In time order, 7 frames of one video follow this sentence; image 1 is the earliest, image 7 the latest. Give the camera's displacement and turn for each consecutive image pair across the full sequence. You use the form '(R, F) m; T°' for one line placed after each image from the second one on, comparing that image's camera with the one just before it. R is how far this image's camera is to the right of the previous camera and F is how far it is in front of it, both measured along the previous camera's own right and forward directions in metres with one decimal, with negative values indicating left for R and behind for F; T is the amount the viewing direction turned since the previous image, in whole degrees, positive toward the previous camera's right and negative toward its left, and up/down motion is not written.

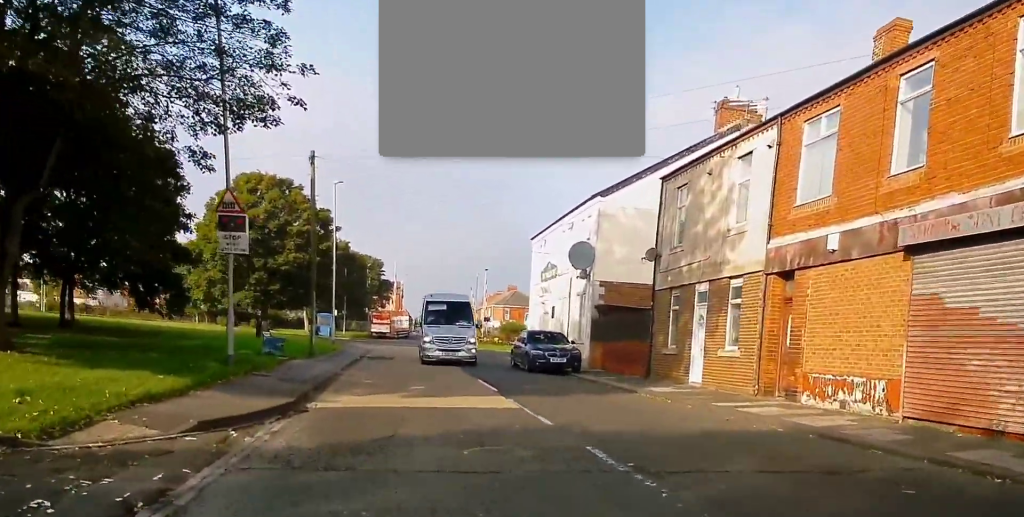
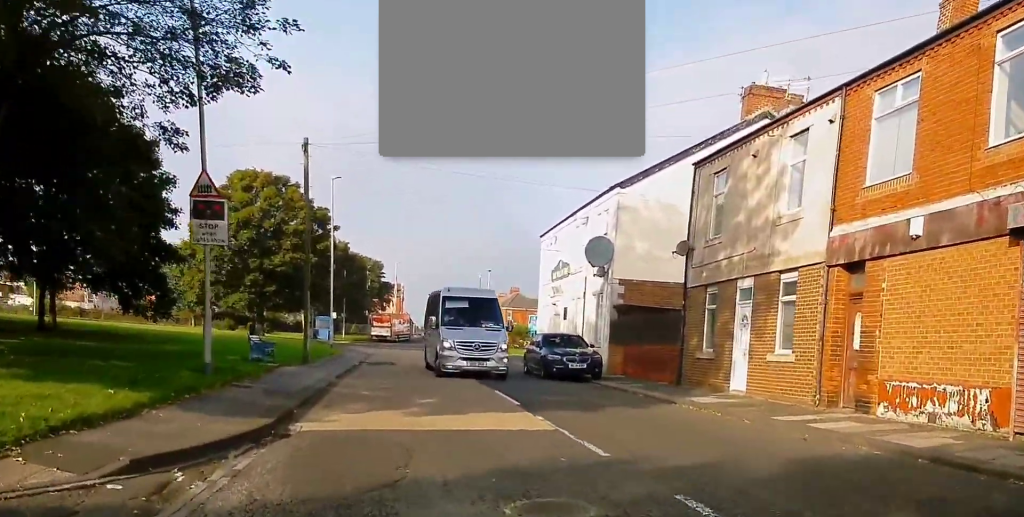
(+0.1, +2.9) m; 0°
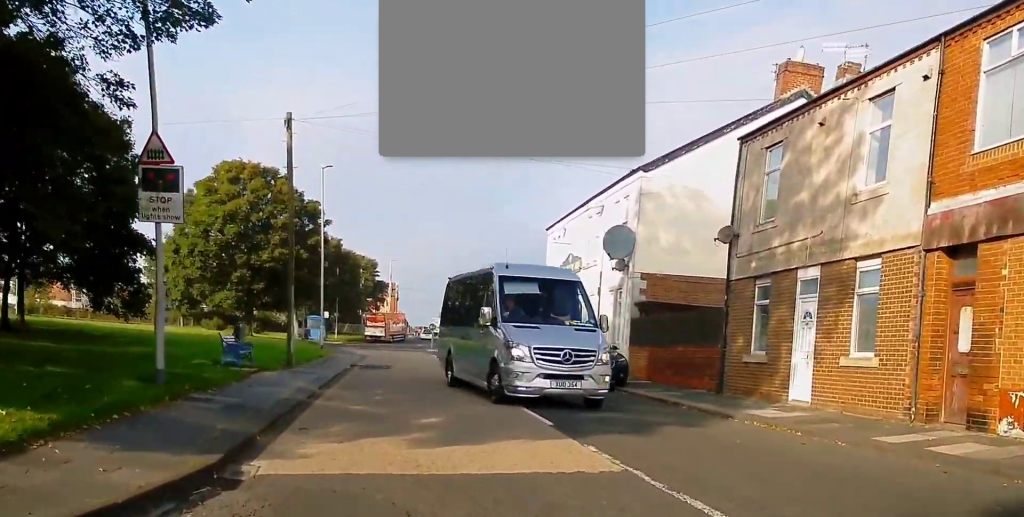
(-0.1, +3.3) m; 0°
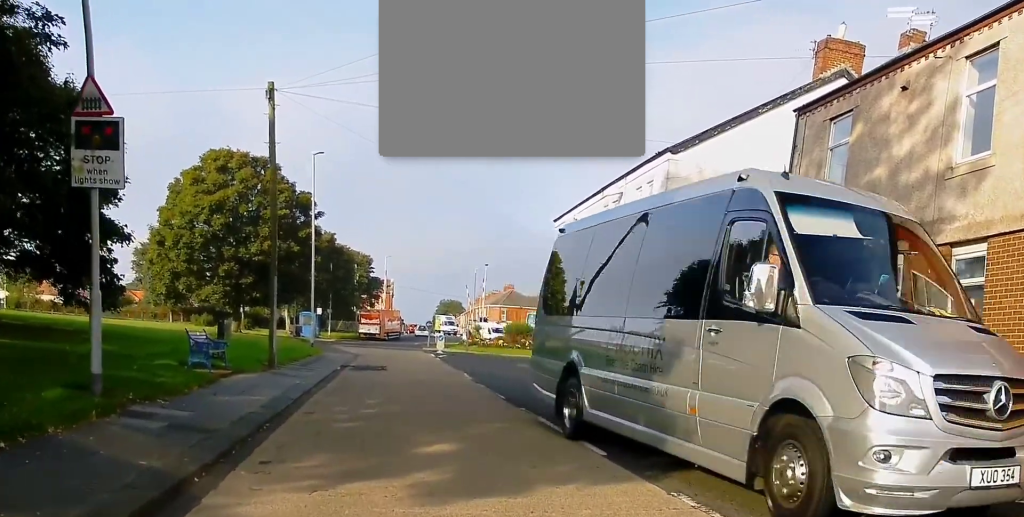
(-0.1, +3.4) m; +1°
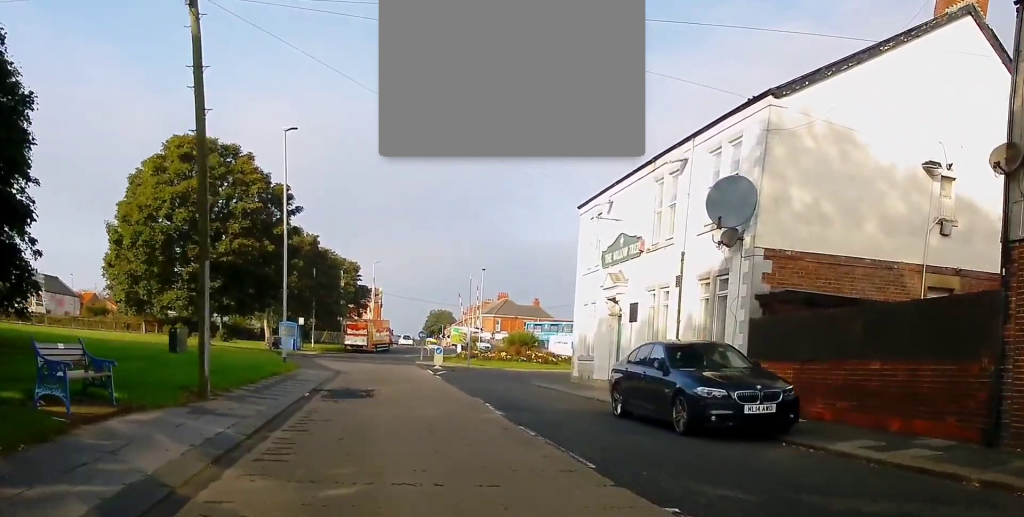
(+0.3, +7.3) m; +4°
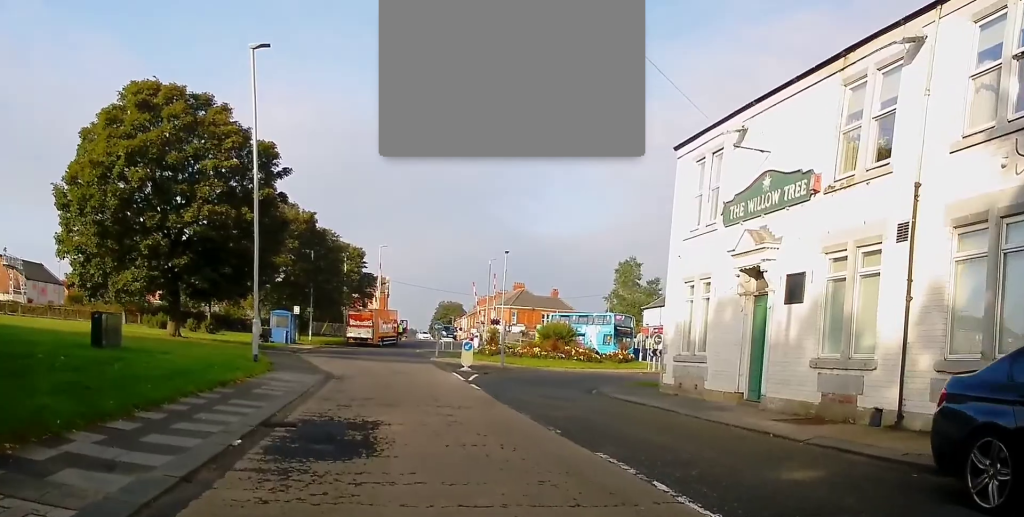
(+0.5, +9.2) m; 0°
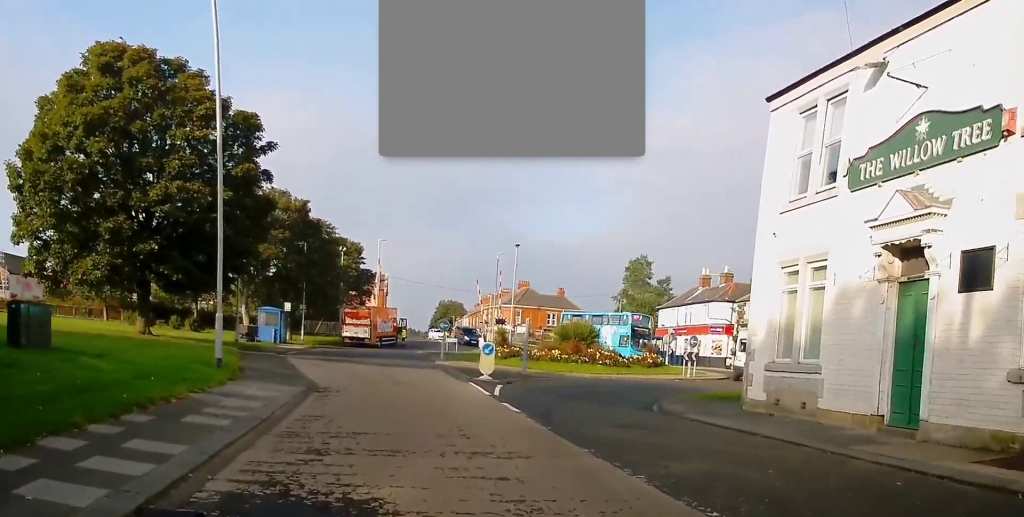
(-0.5, +5.3) m; -1°
